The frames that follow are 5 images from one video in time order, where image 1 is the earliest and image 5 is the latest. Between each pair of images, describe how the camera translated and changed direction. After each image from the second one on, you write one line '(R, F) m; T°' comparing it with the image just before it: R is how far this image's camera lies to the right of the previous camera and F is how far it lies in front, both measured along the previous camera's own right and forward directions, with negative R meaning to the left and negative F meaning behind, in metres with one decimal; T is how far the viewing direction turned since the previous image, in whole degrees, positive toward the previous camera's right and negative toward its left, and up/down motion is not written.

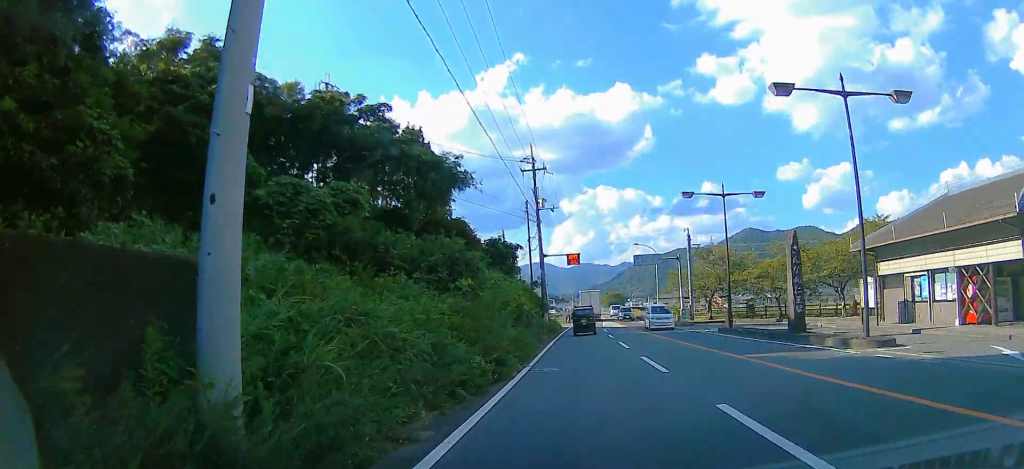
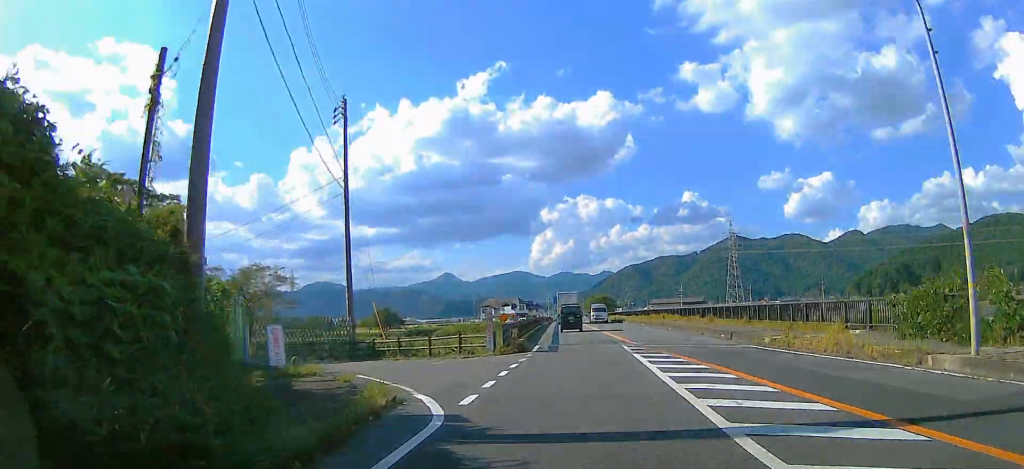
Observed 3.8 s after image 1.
(-1.2, +53.4) m; +2°
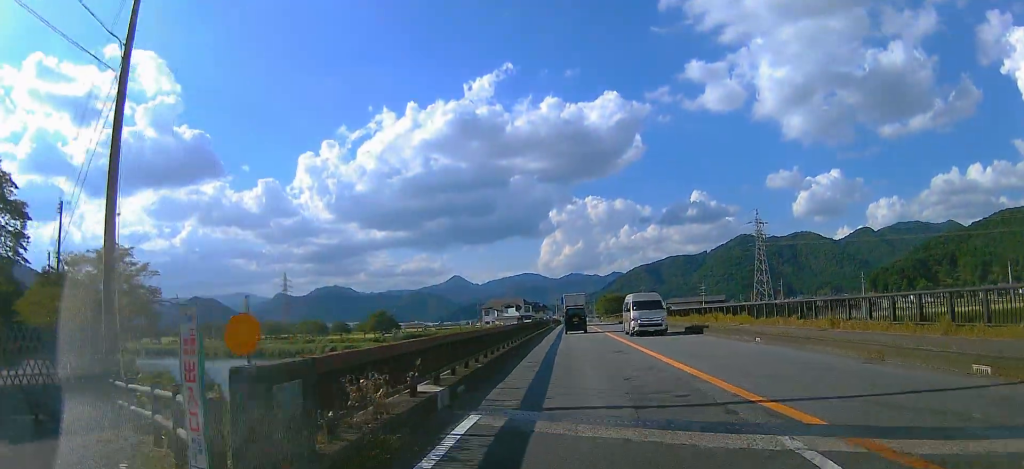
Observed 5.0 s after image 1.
(-0.6, +17.9) m; -2°
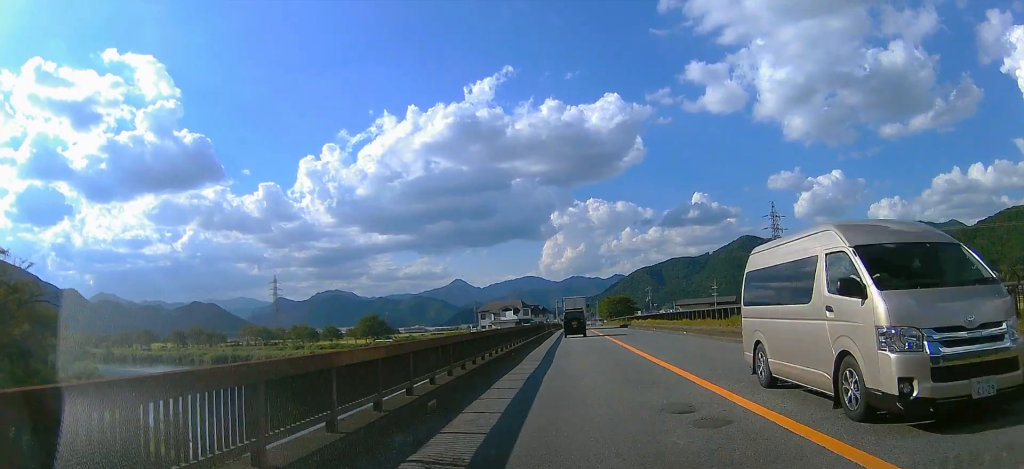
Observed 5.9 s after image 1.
(-0.1, +12.0) m; 0°
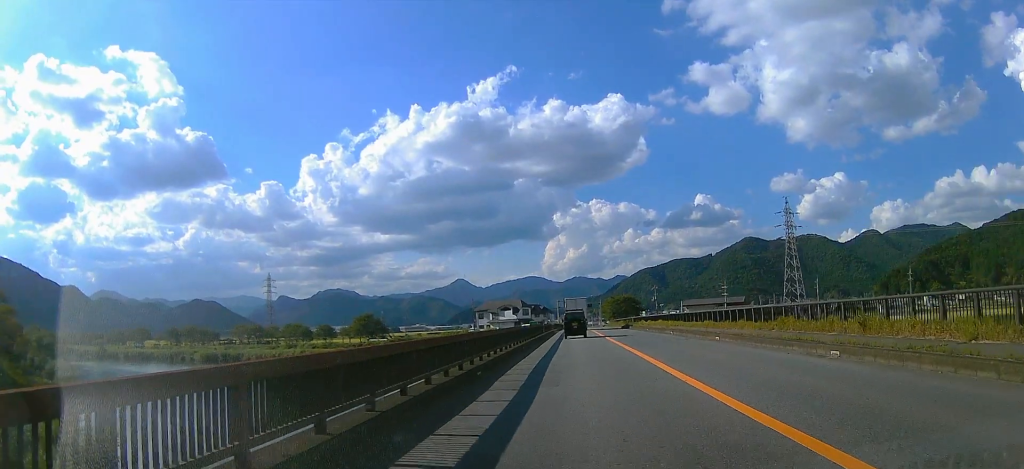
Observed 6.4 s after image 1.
(0.0, +7.7) m; 0°
